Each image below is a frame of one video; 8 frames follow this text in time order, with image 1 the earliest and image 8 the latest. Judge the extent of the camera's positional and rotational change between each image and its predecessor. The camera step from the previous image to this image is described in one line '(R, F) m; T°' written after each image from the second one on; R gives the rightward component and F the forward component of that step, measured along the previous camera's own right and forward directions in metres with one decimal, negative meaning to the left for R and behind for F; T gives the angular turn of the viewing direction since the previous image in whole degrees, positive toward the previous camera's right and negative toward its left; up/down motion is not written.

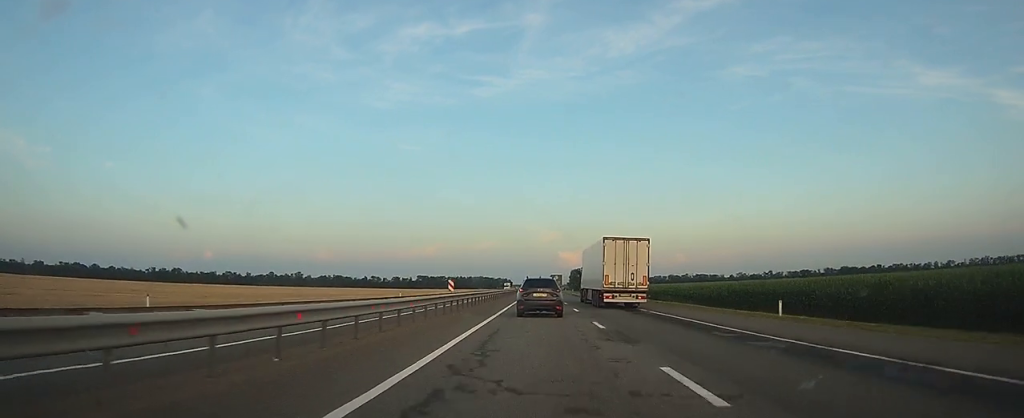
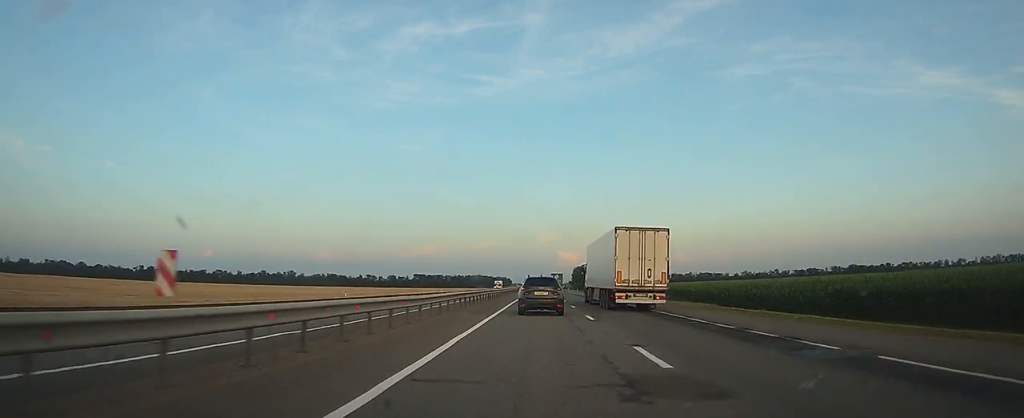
(0.0, +20.9) m; 0°
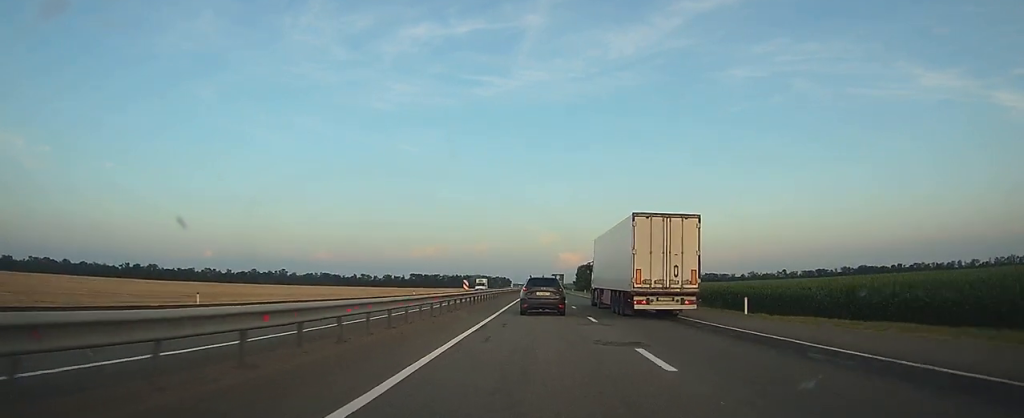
(+0.1, +24.0) m; 0°
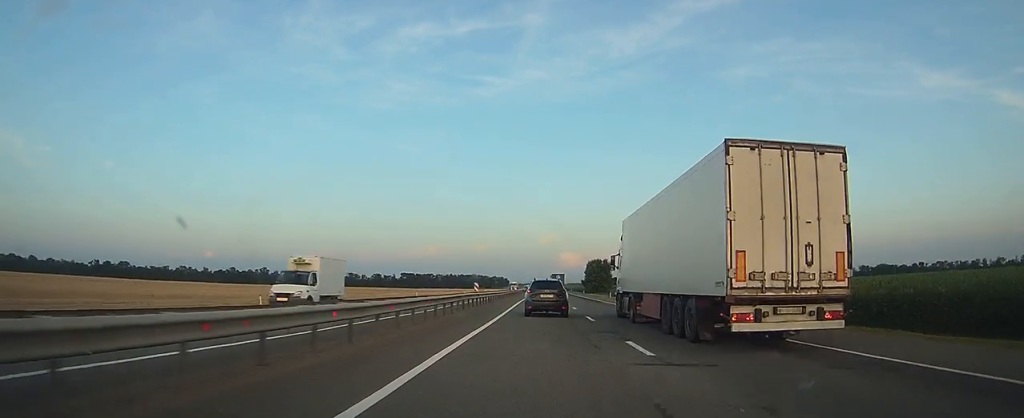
(+0.1, +45.3) m; 0°
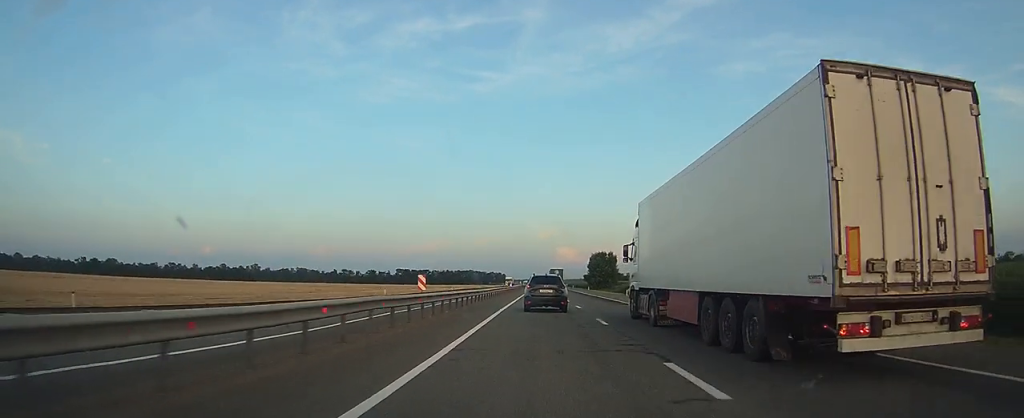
(0.0, +16.2) m; 0°
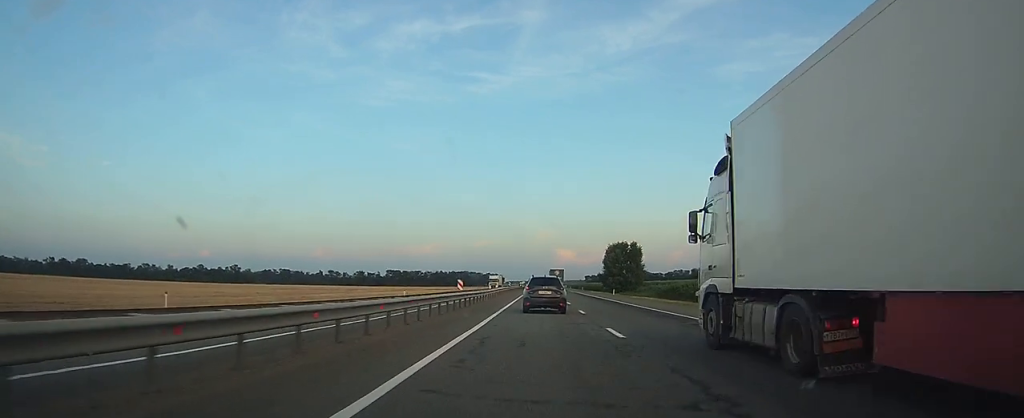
(0.0, +39.7) m; 0°
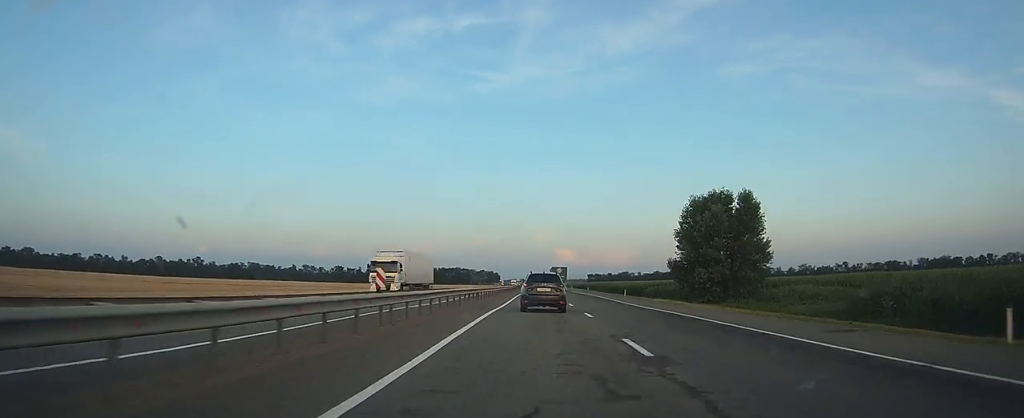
(0.0, +63.9) m; 0°
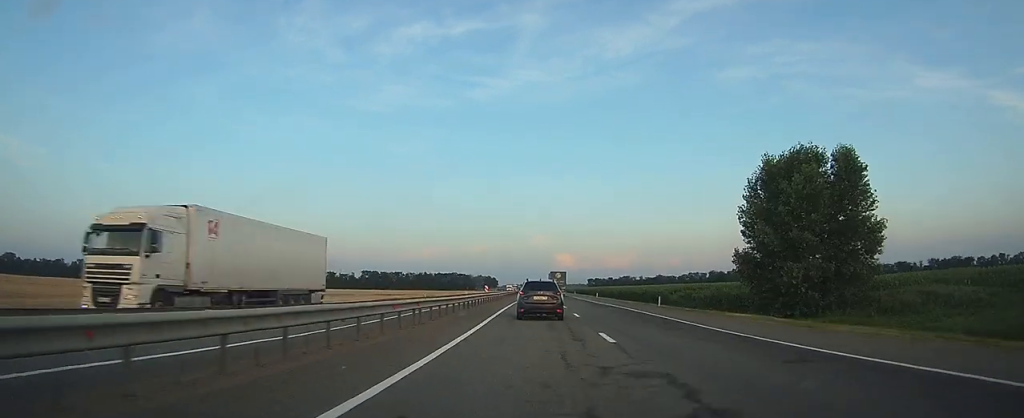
(0.0, +18.6) m; 0°
